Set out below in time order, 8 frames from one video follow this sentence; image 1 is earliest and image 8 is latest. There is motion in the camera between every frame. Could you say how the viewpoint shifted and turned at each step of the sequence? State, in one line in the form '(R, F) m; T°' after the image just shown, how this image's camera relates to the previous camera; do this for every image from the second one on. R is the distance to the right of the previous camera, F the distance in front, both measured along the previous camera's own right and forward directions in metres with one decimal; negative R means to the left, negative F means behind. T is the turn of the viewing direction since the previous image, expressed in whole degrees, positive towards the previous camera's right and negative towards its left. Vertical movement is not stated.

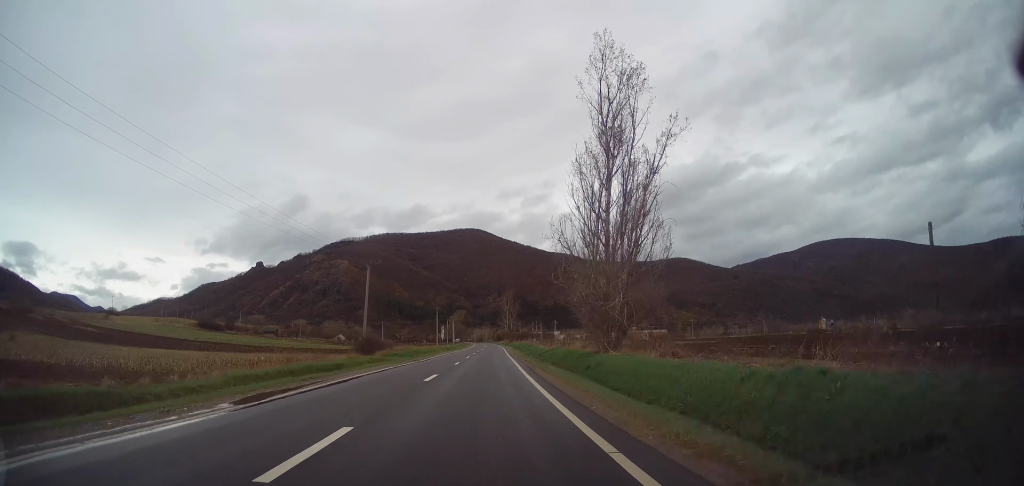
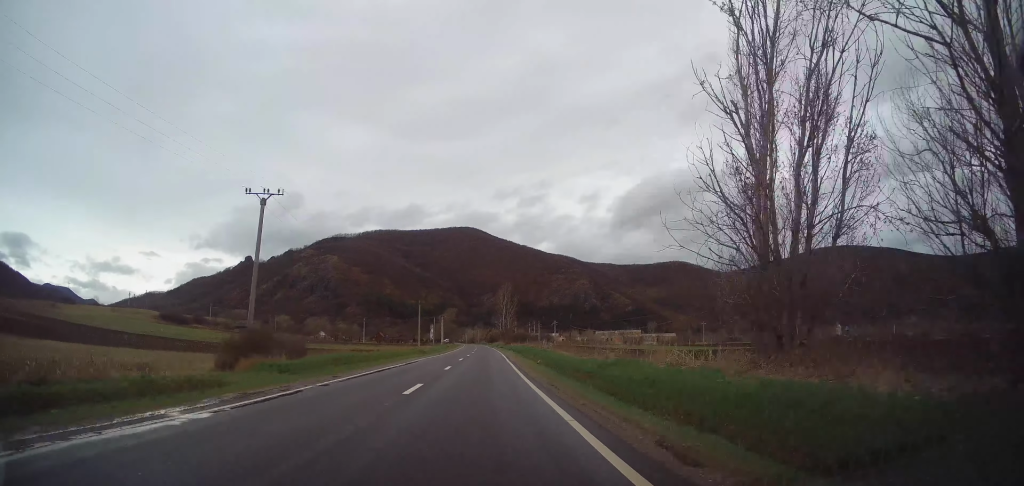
(0.0, +27.8) m; +1°
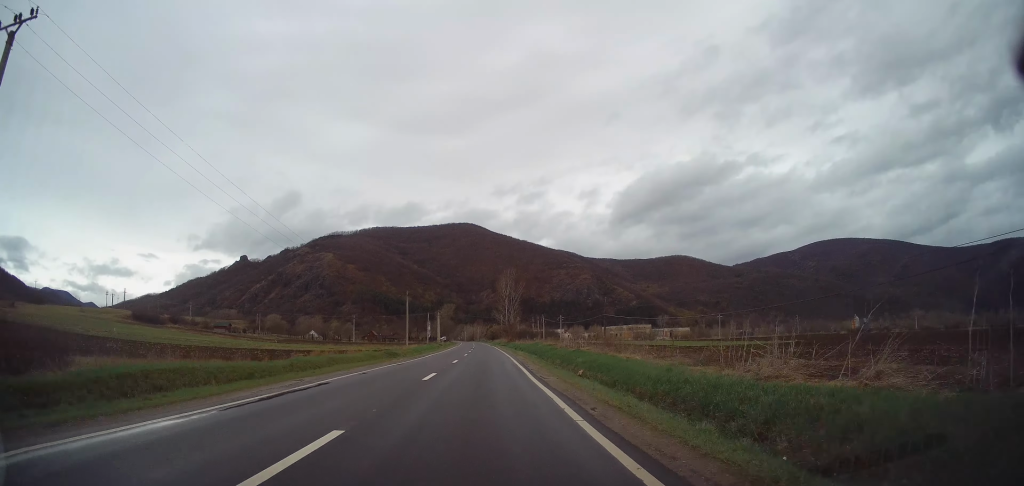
(+0.2, +20.8) m; 0°
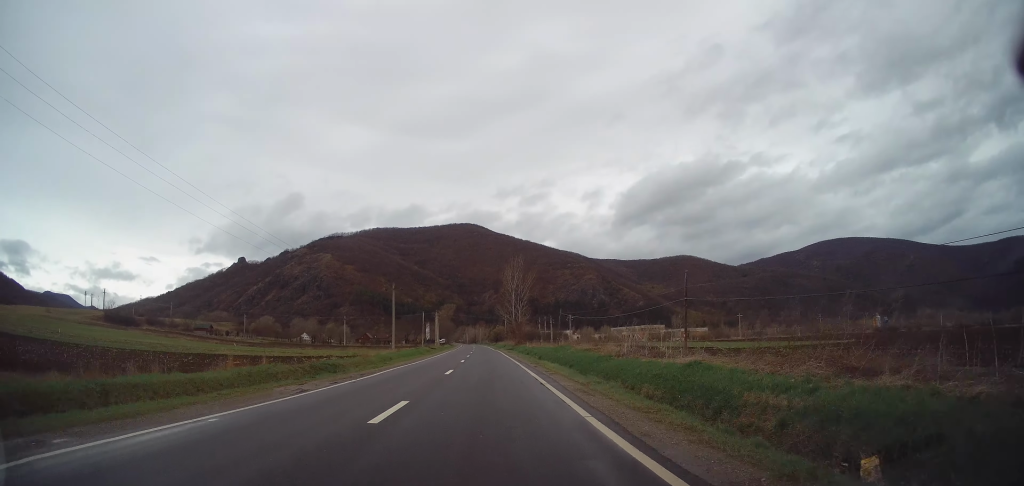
(+0.1, +20.0) m; 0°
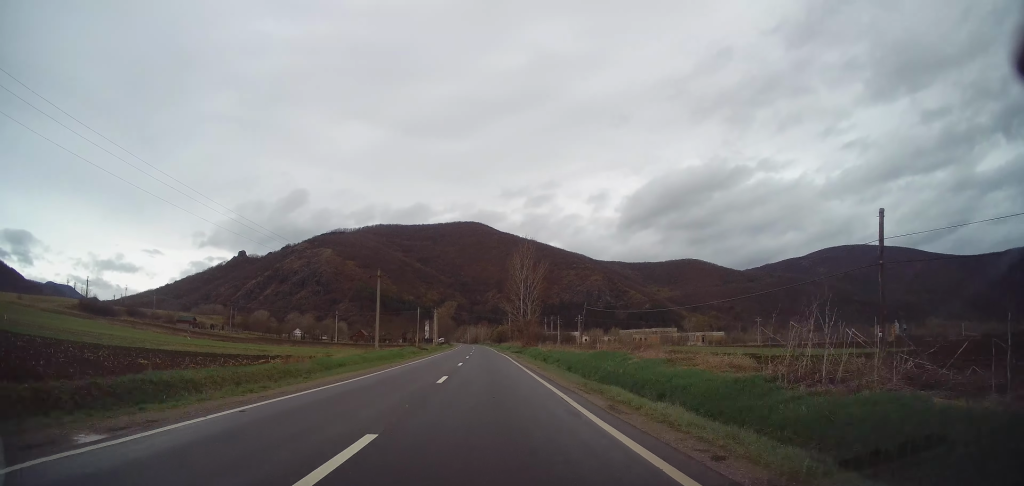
(-0.4, +16.1) m; 0°
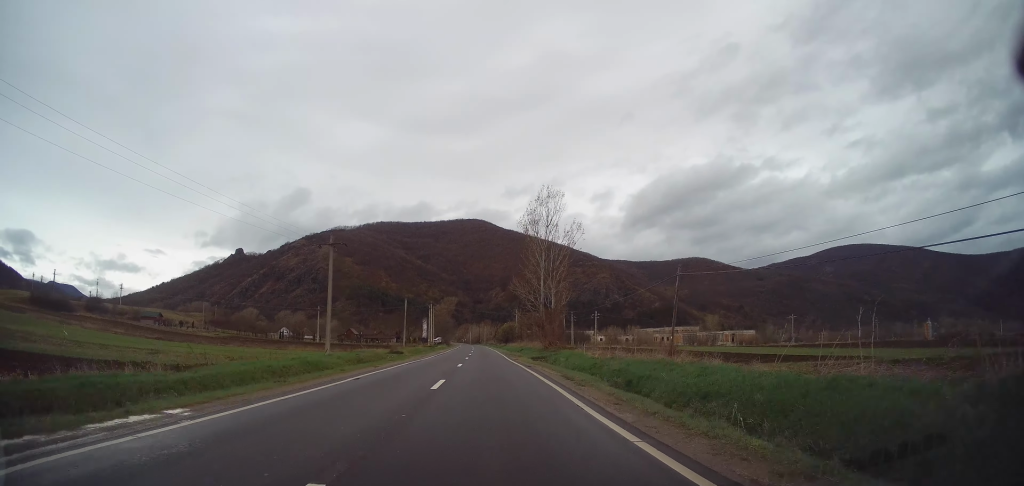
(+0.4, +26.7) m; 0°
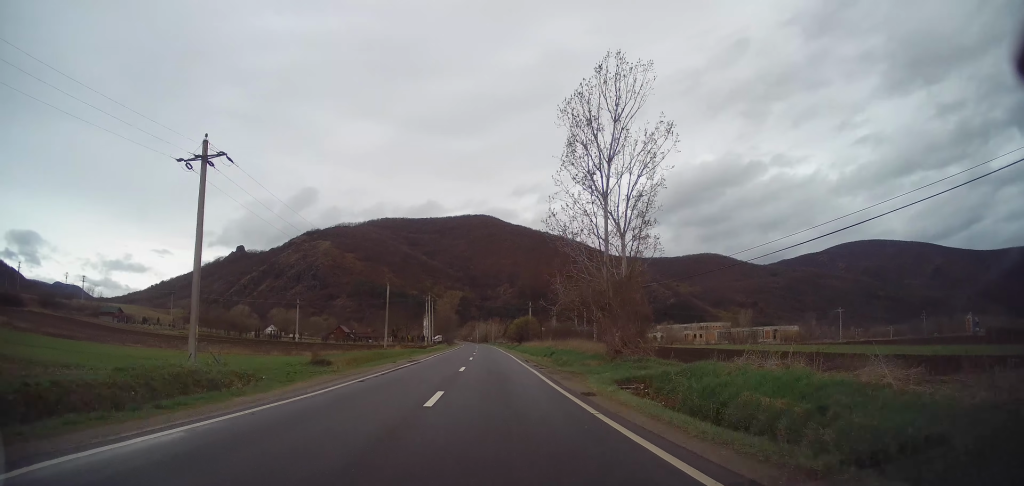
(-0.5, +27.5) m; -1°
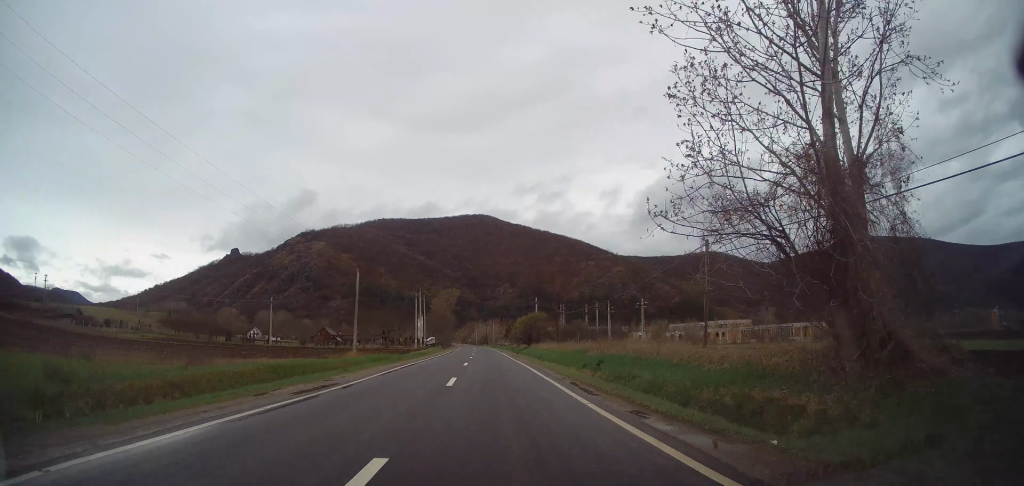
(0.0, +19.4) m; 0°
